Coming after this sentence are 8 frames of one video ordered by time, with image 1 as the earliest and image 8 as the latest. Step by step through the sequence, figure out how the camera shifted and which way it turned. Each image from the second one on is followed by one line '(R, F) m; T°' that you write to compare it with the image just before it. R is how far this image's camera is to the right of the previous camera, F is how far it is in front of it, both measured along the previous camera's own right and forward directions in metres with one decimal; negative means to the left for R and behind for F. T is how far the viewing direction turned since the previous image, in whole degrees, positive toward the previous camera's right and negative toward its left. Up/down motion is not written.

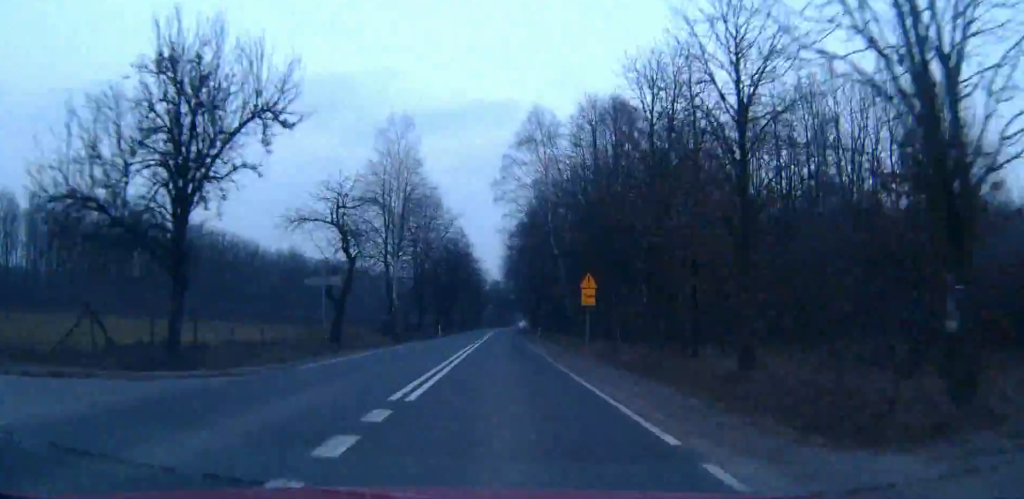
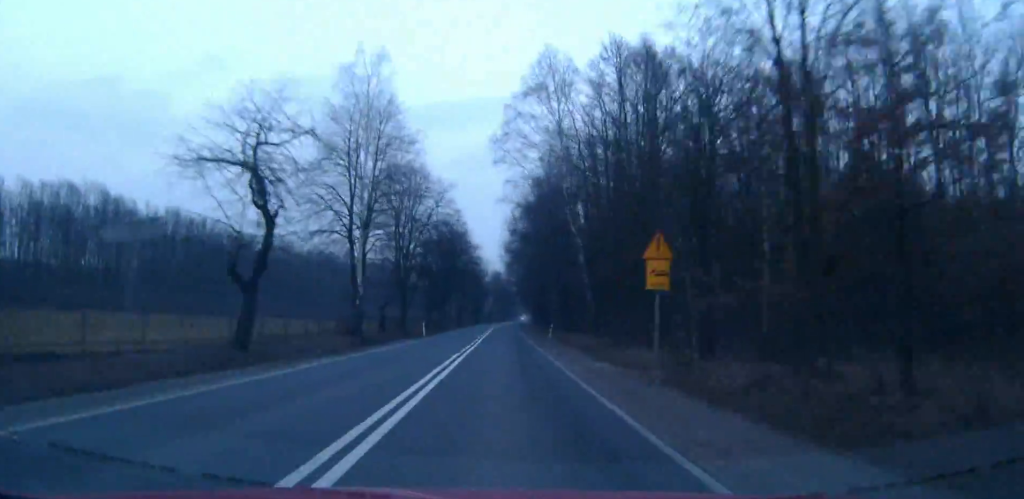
(-0.1, +14.9) m; 0°
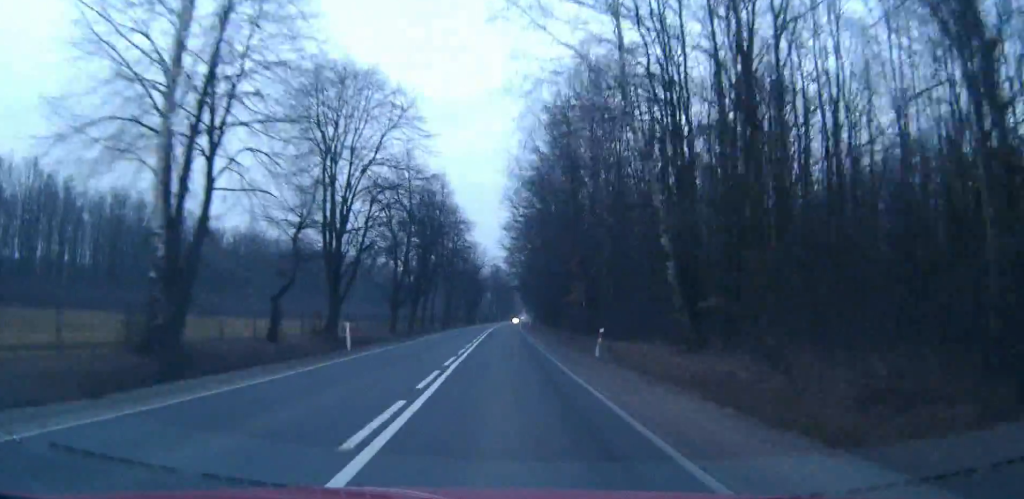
(0.0, +26.4) m; 0°
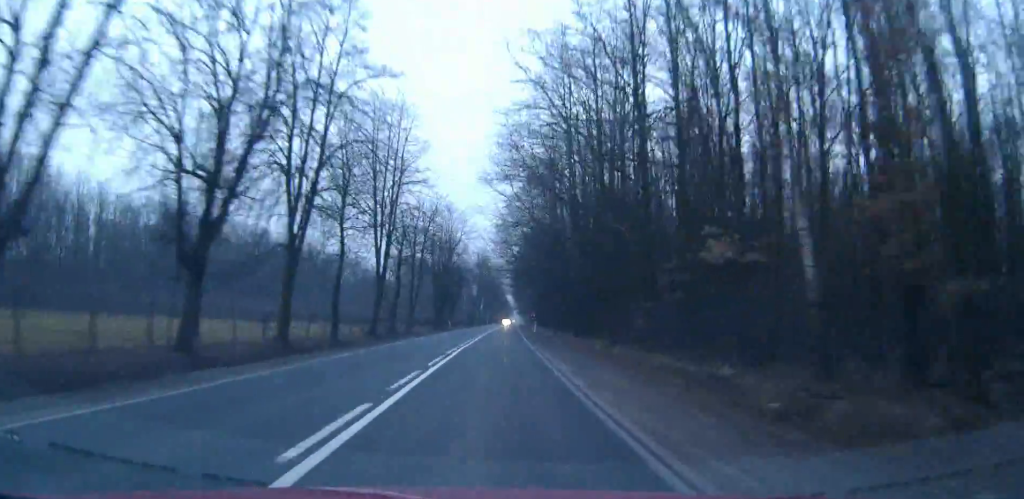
(+0.2, +48.0) m; +1°
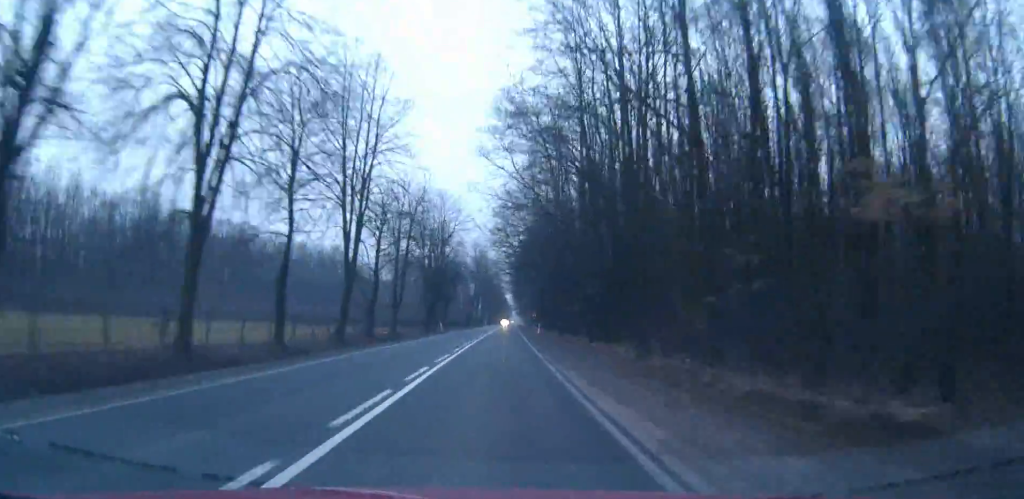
(0.0, +10.0) m; 0°
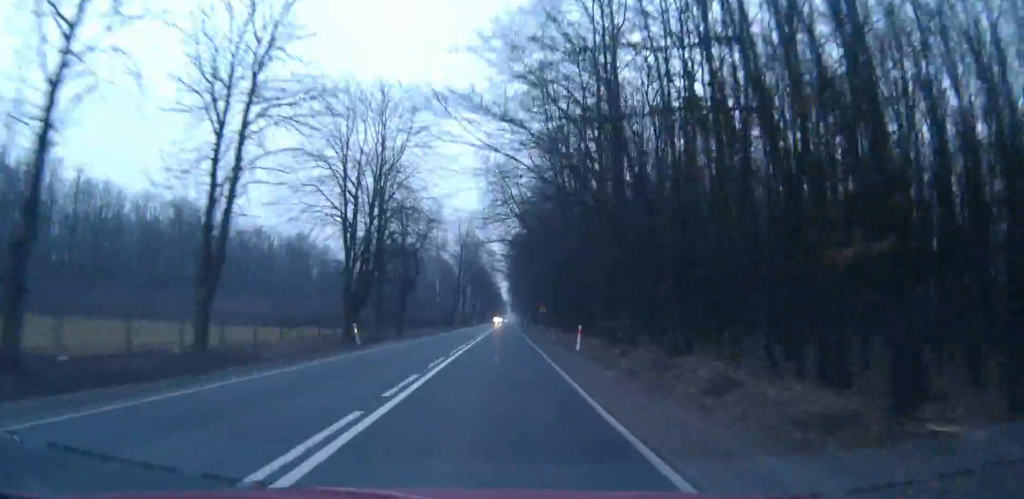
(+0.2, +38.4) m; 0°
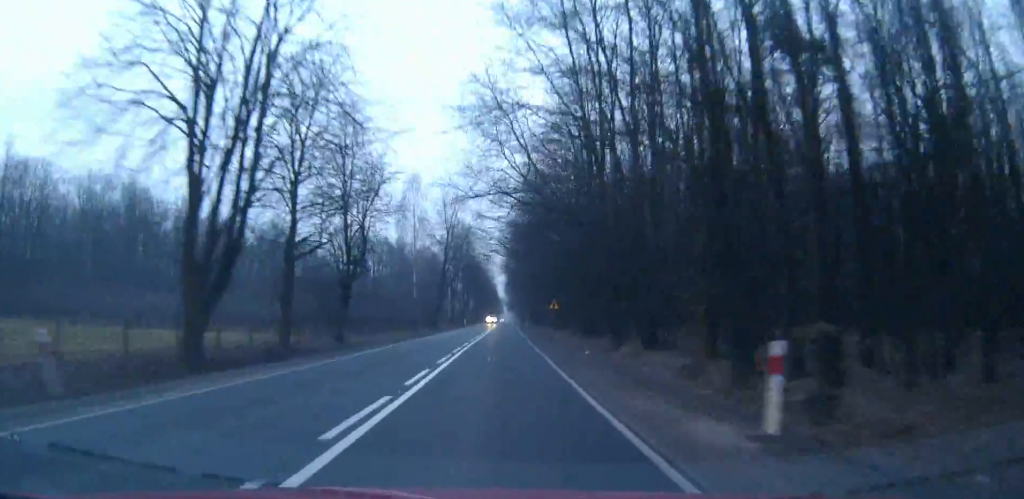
(0.0, +21.7) m; 0°
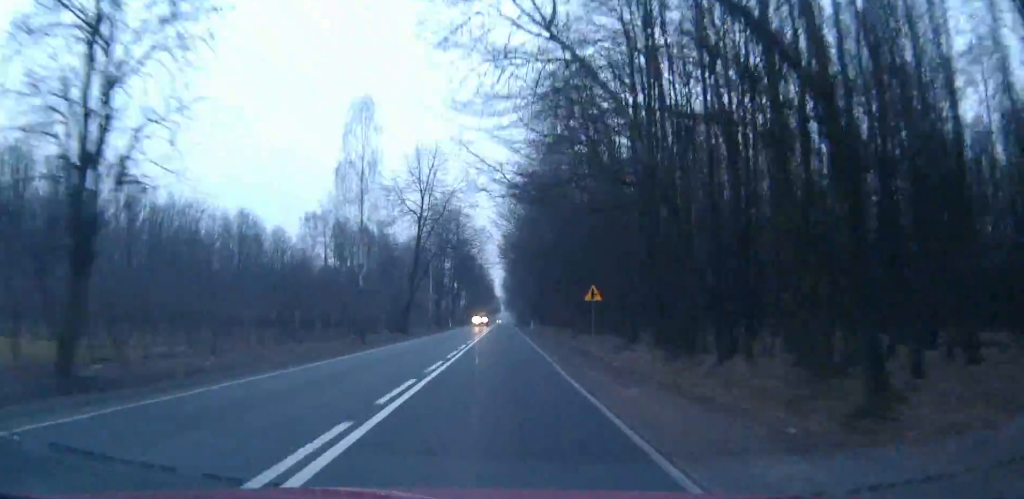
(0.0, +26.5) m; 0°
